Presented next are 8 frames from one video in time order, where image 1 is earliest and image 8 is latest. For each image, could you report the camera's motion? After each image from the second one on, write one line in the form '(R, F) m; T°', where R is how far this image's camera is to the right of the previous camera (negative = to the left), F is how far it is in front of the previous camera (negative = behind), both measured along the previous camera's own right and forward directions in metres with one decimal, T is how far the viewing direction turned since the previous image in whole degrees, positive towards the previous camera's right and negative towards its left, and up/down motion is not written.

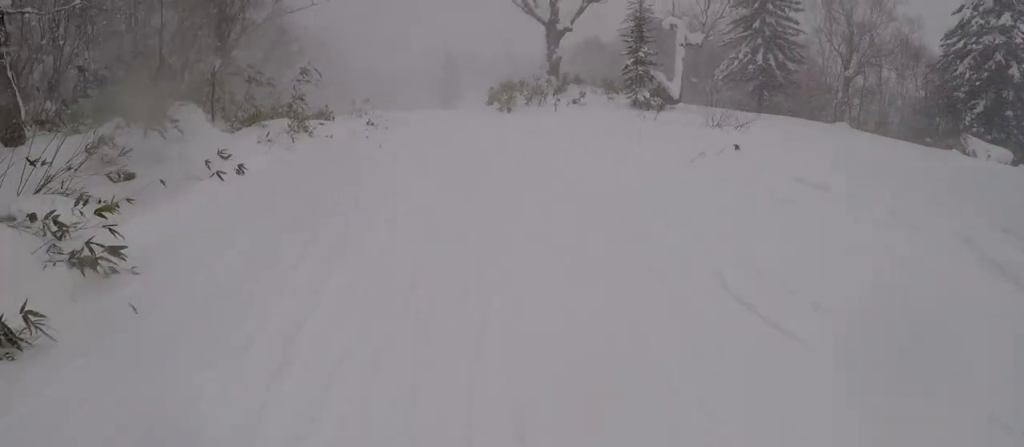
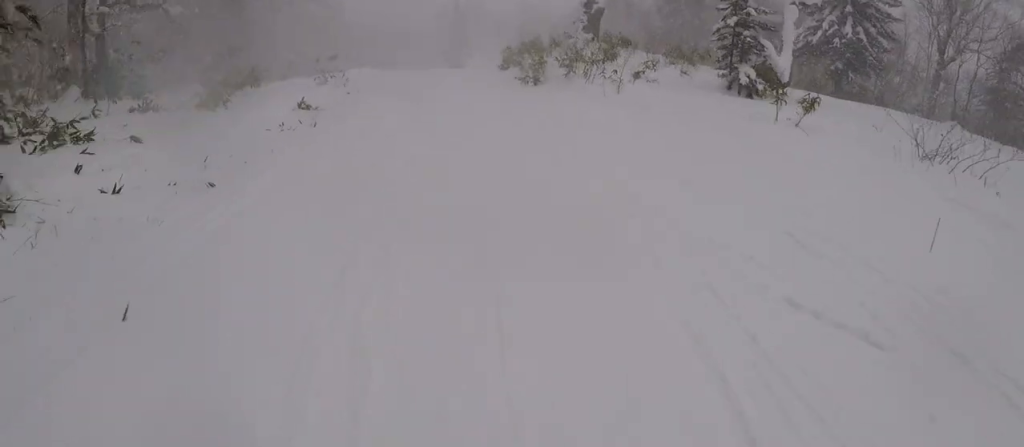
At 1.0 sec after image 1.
(0.0, +10.5) m; -3°
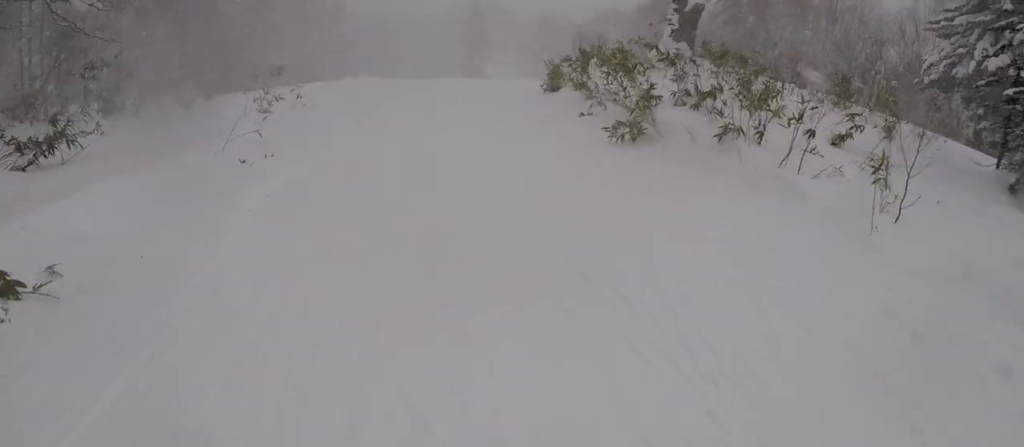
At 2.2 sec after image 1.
(-0.5, +10.8) m; +3°
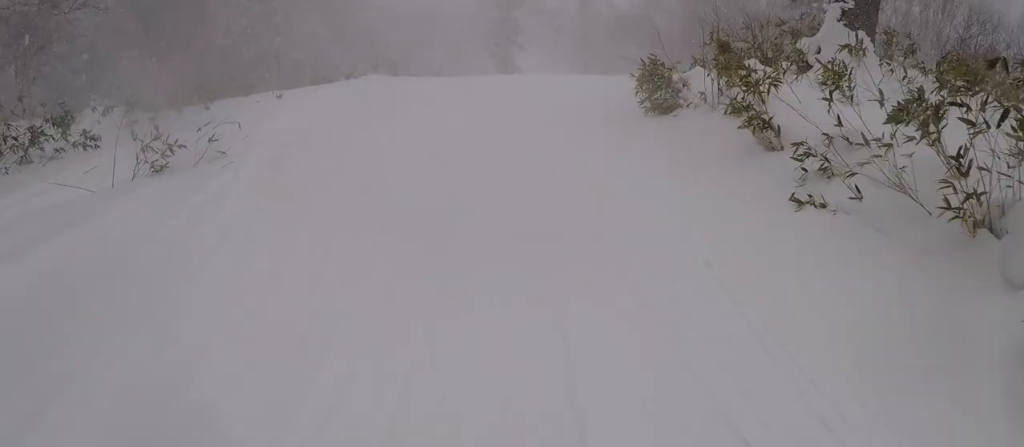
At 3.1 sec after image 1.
(+1.0, +8.4) m; 0°
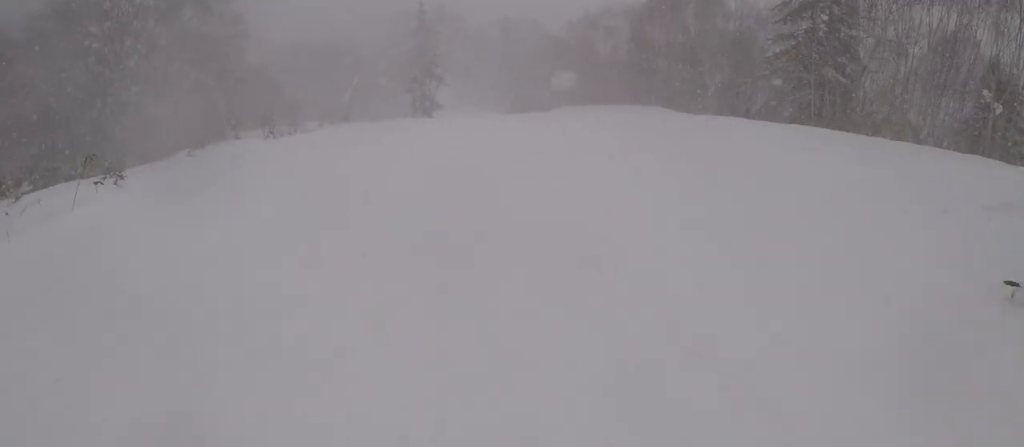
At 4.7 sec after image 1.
(-1.7, +13.6) m; -2°
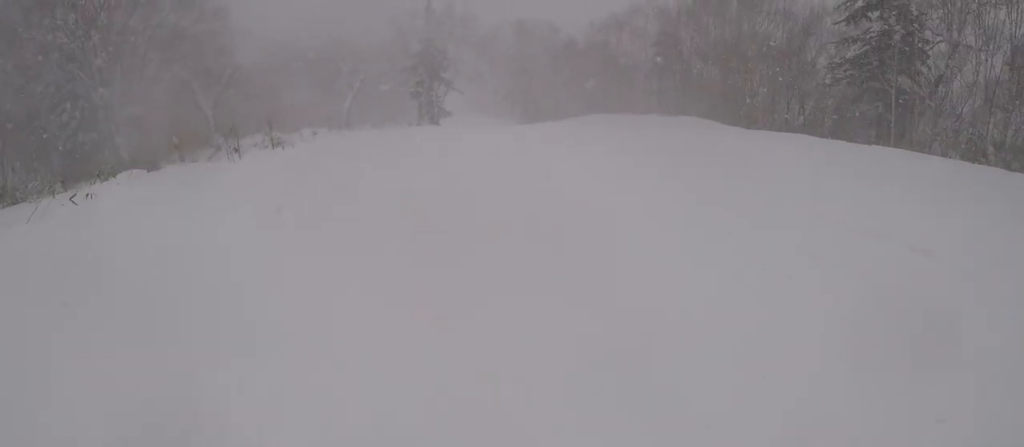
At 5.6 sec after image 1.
(+0.5, +7.0) m; +3°
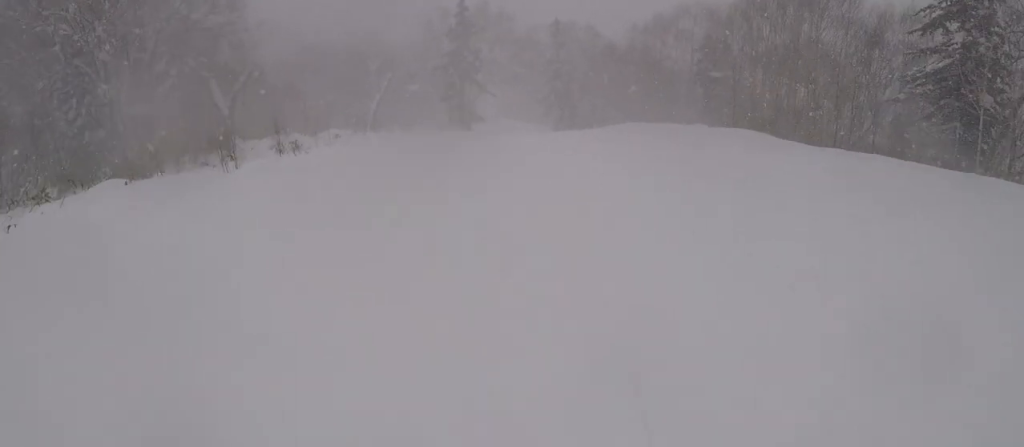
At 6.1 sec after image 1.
(+0.6, +3.9) m; 0°
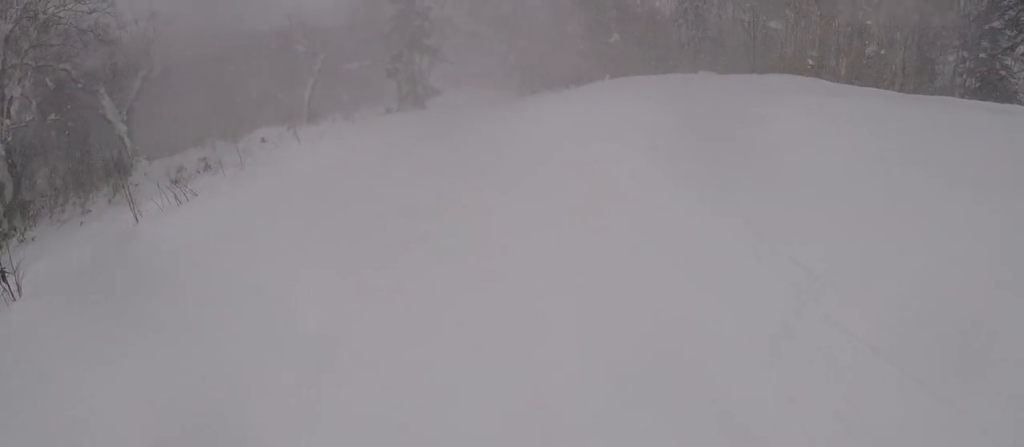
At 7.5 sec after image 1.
(-0.8, +10.8) m; +7°
